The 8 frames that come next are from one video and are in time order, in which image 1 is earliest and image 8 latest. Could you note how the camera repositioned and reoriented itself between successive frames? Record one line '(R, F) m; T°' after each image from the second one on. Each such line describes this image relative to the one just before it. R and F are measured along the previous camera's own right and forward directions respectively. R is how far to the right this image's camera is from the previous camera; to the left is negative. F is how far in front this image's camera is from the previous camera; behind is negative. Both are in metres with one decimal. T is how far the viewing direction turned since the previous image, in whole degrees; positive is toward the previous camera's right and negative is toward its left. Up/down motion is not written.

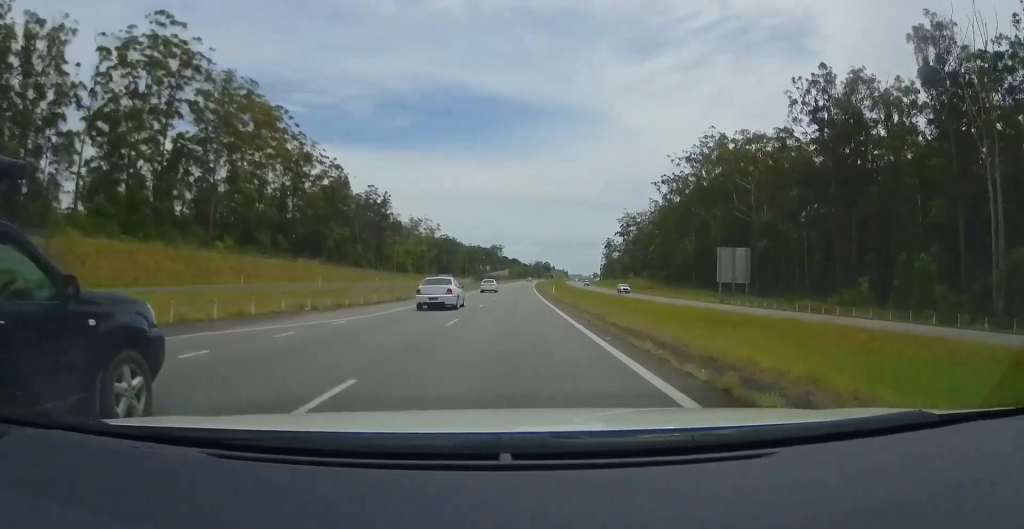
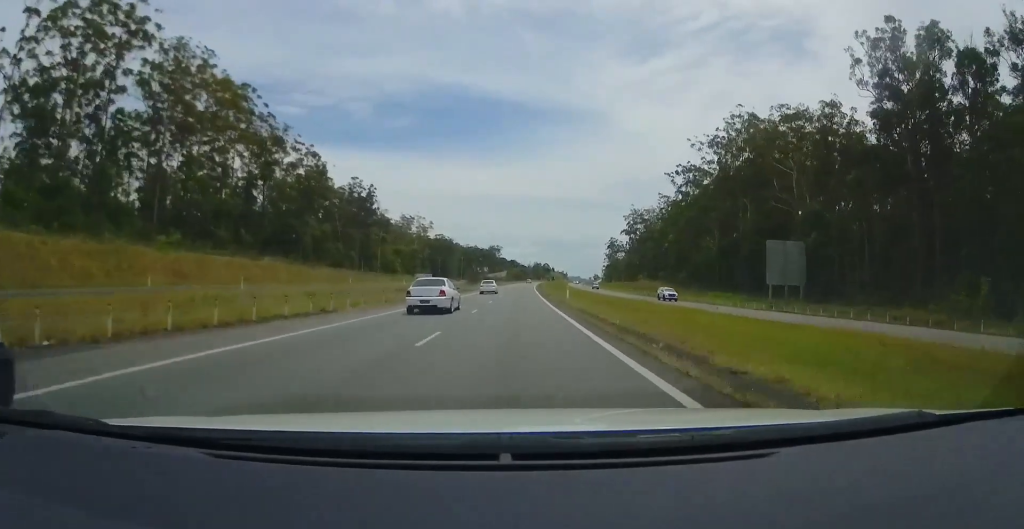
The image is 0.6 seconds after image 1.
(-0.1, +16.6) m; 0°
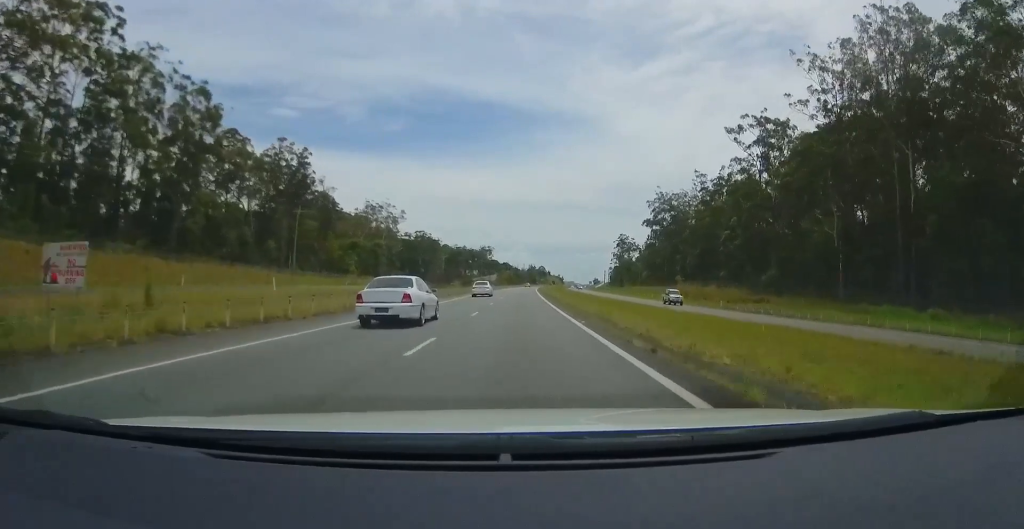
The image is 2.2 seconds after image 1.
(+0.6, +49.6) m; +1°
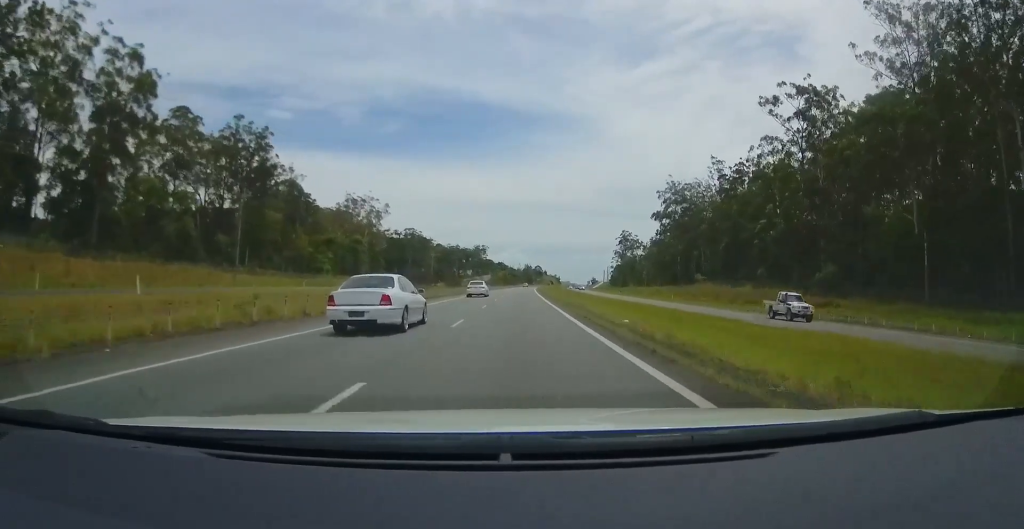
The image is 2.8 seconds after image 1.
(-0.1, +17.7) m; 0°
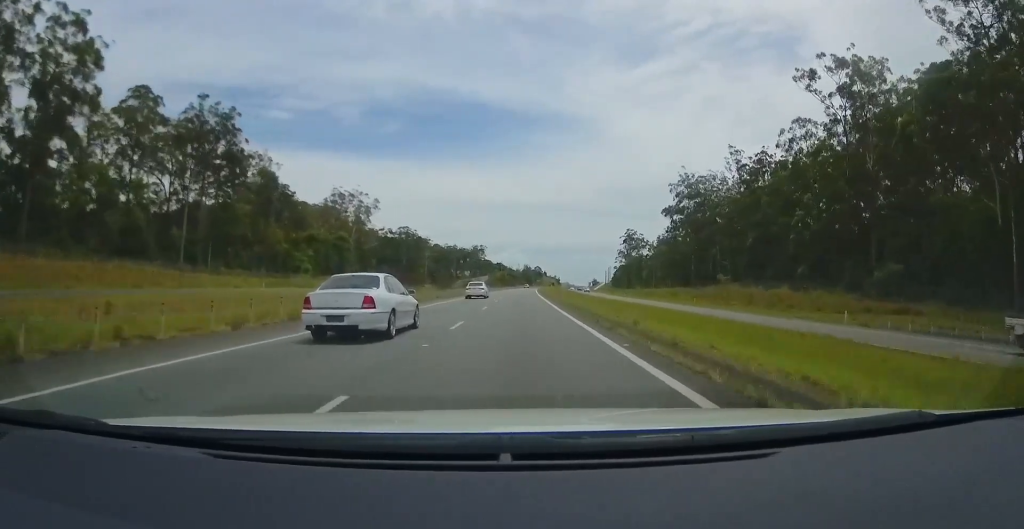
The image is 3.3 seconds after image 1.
(-0.2, +13.0) m; 0°
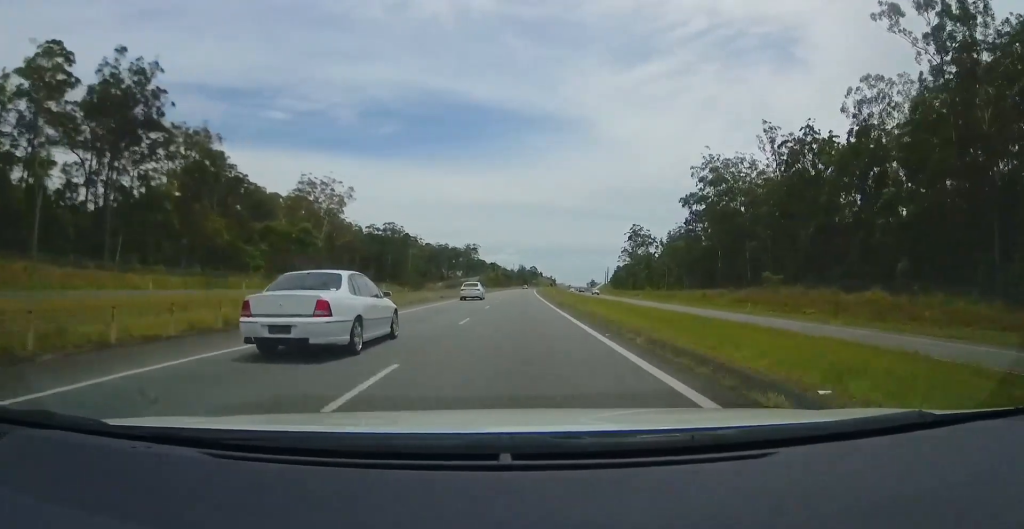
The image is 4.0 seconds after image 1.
(+0.2, +21.3) m; +1°
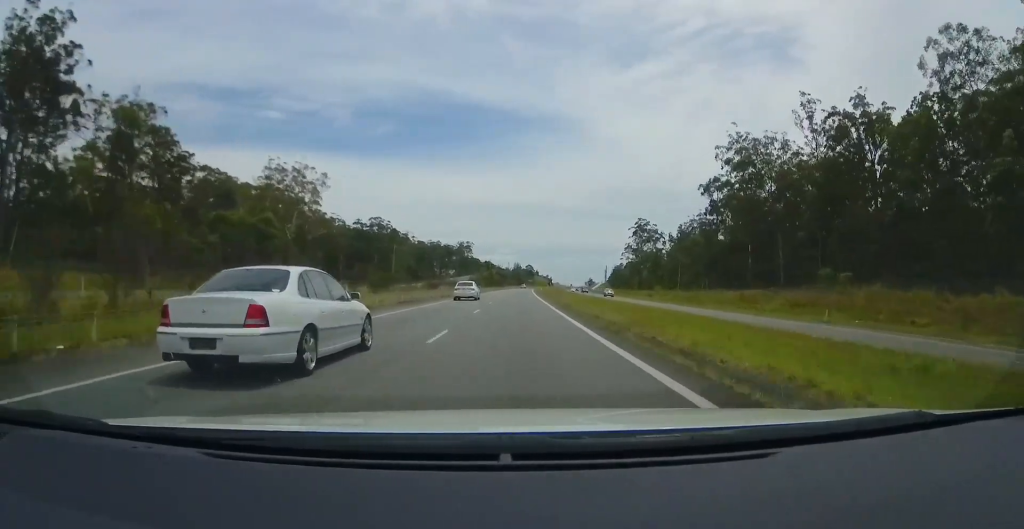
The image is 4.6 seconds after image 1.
(+0.1, +17.7) m; 0°
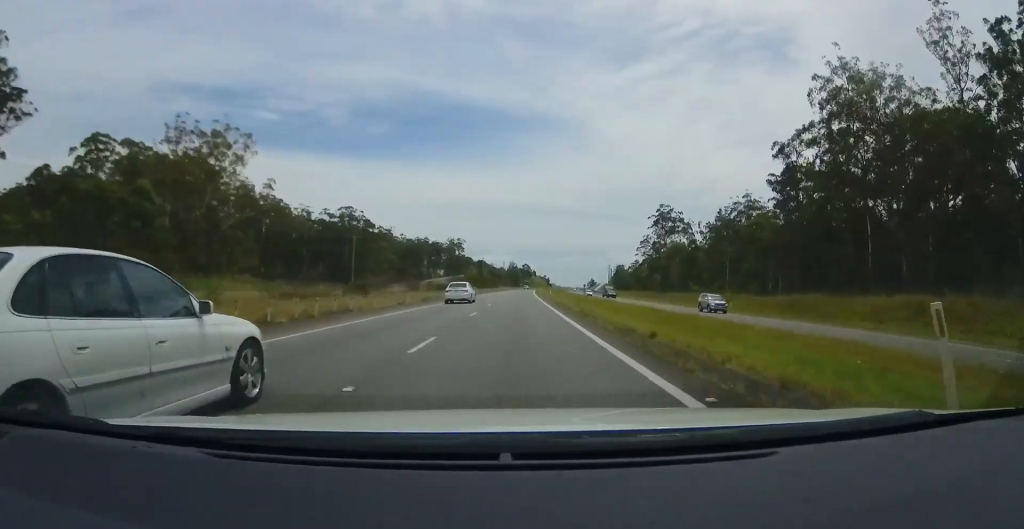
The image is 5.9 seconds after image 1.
(+0.1, +37.3) m; +1°
